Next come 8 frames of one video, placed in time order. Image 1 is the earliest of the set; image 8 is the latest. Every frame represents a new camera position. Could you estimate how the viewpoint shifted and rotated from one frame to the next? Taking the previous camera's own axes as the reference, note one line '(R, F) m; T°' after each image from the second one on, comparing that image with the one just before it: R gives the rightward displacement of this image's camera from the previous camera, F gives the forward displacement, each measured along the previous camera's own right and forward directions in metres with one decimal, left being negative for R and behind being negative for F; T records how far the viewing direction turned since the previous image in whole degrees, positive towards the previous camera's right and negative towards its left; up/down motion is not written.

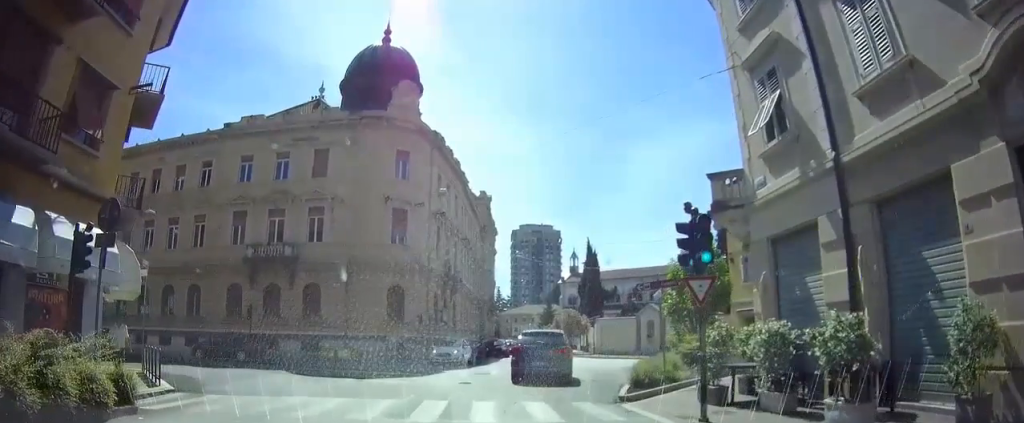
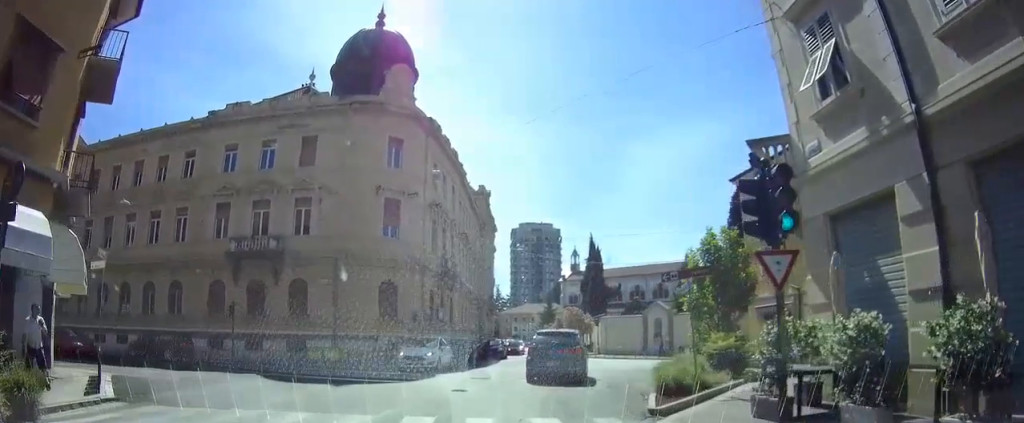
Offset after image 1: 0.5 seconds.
(0.0, +2.9) m; 0°
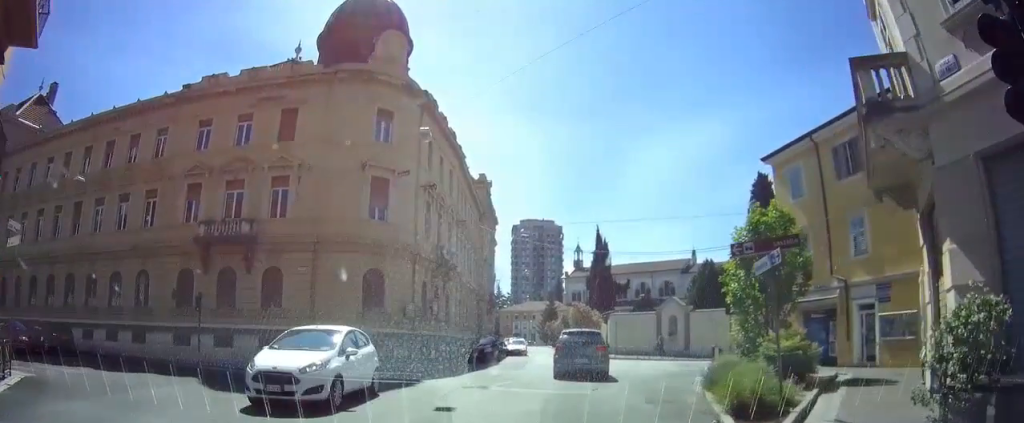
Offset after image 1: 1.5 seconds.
(0.0, +5.4) m; 0°
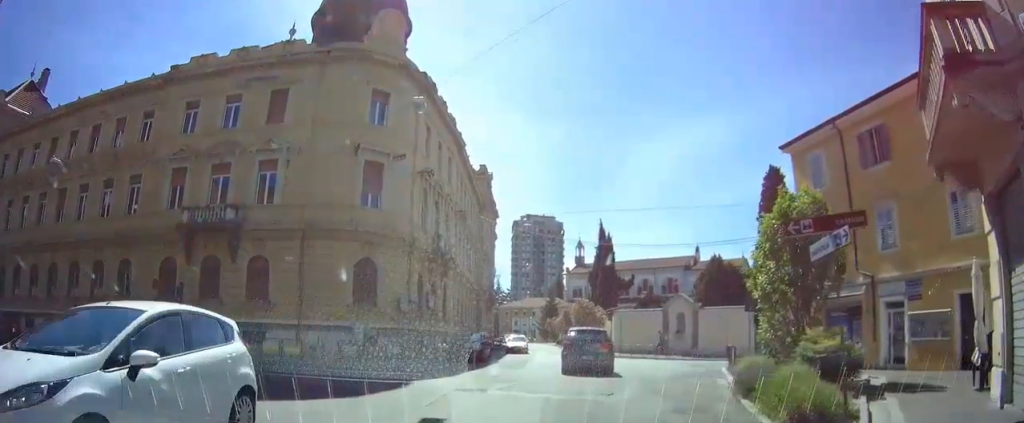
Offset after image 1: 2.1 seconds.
(0.0, +2.9) m; 0°
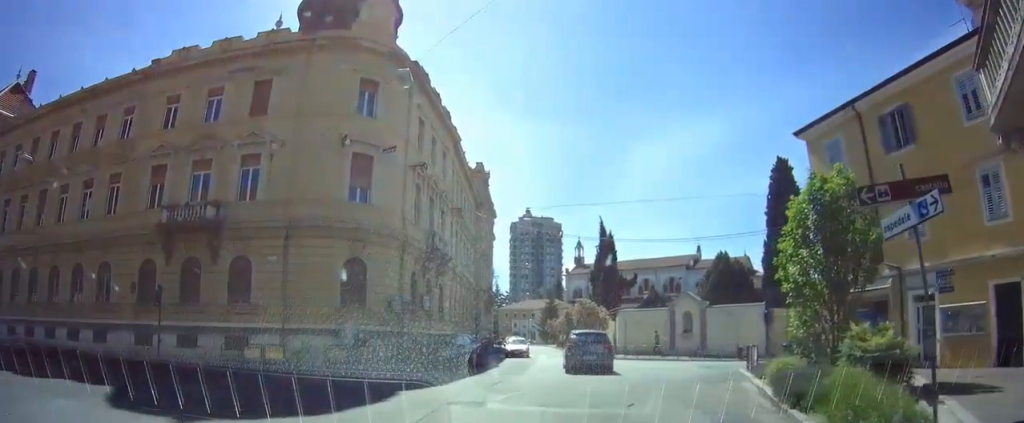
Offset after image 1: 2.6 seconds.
(0.0, +3.0) m; 0°
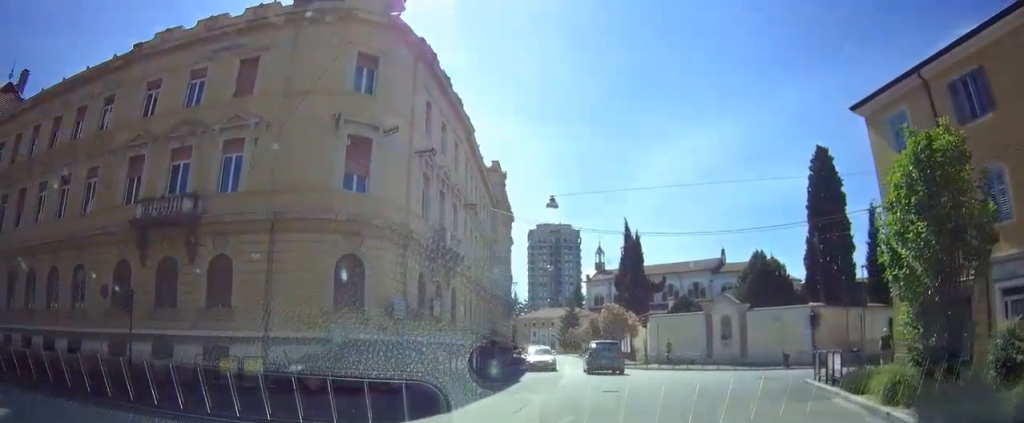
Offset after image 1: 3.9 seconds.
(0.0, +6.5) m; 0°
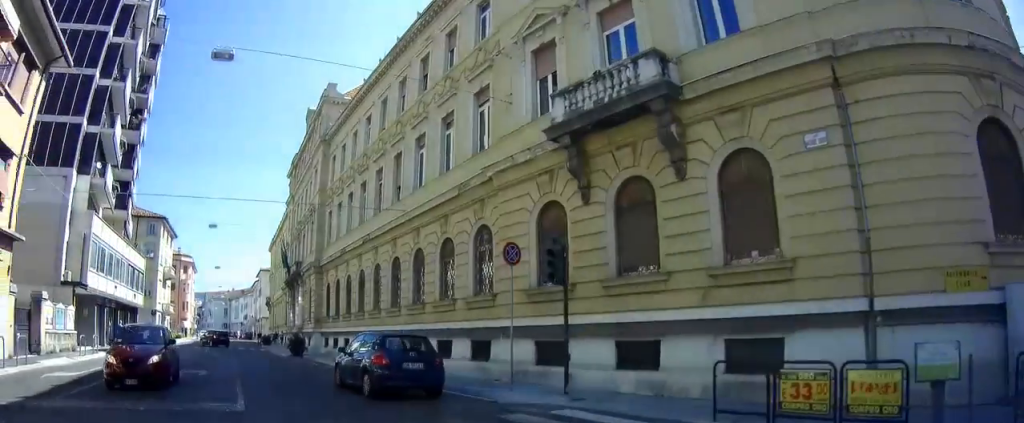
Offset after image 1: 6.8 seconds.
(-1.4, +14.4) m; -26°
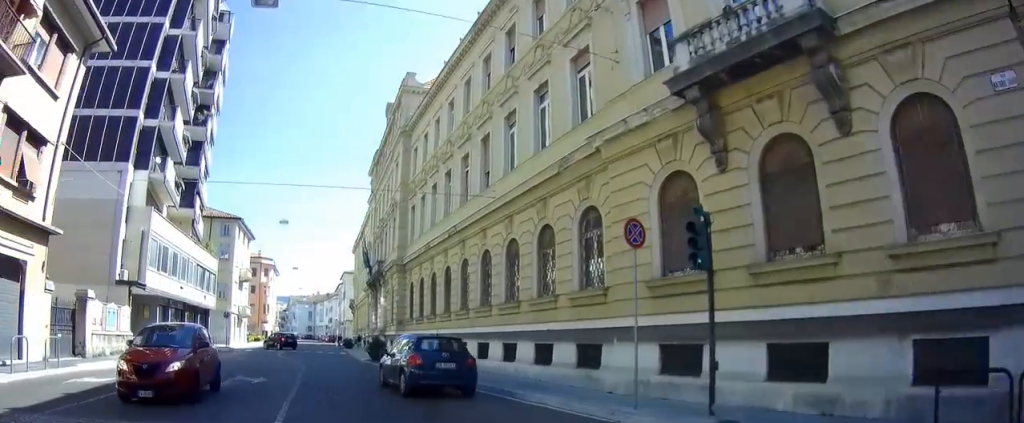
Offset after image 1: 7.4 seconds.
(-0.4, +2.5) m; -12°
